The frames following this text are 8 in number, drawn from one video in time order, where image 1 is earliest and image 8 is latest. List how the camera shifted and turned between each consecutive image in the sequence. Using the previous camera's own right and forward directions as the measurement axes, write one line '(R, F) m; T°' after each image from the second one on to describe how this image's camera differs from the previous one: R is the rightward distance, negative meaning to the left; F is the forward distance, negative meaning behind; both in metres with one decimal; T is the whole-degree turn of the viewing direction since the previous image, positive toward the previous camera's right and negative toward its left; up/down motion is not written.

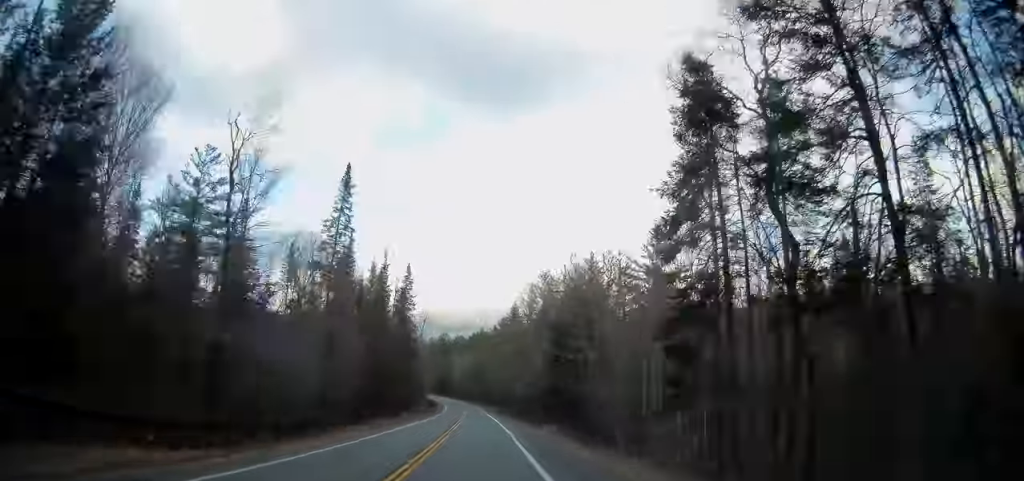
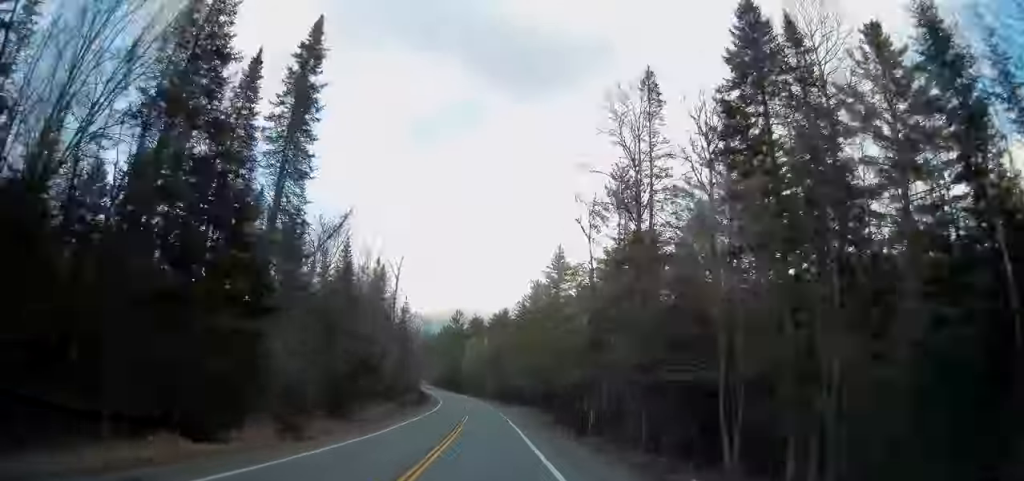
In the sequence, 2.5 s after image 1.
(-1.0, +61.1) m; -3°
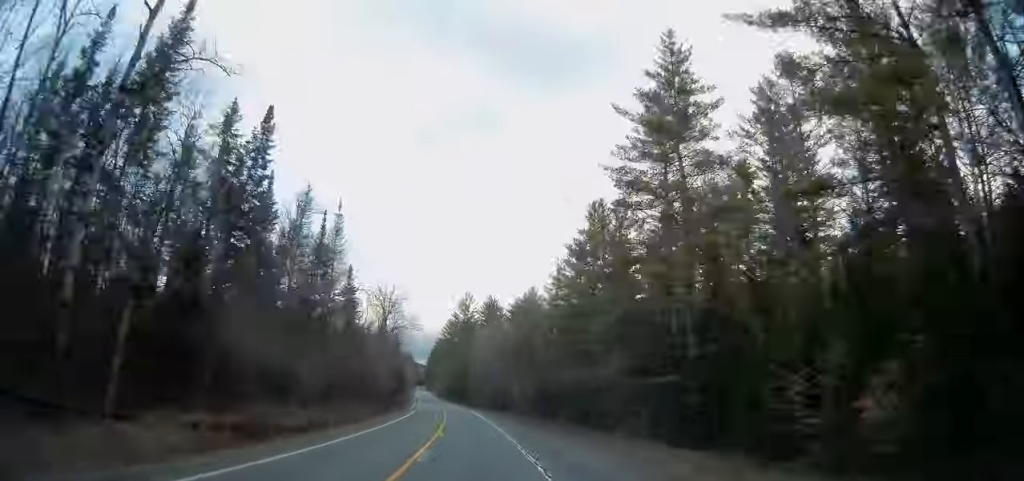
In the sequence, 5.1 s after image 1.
(-1.2, +59.9) m; -3°
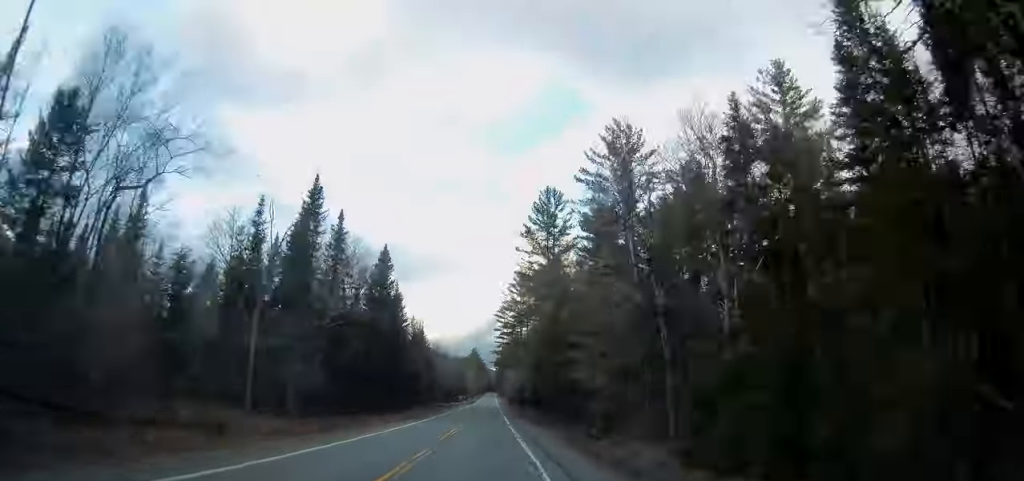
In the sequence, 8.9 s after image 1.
(-4.8, +90.3) m; -4°
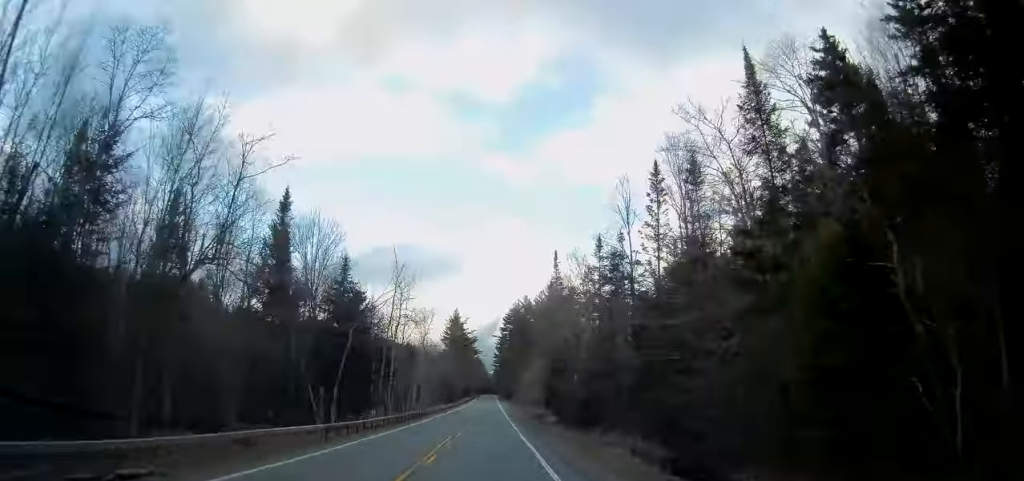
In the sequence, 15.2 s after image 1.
(-3.2, +147.5) m; -1°
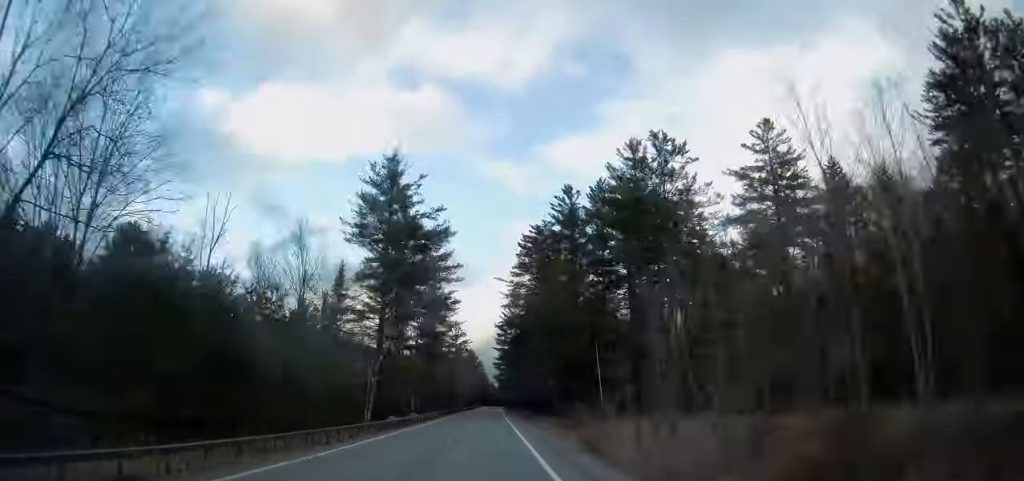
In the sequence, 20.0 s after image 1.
(+0.3, +115.4) m; 0°
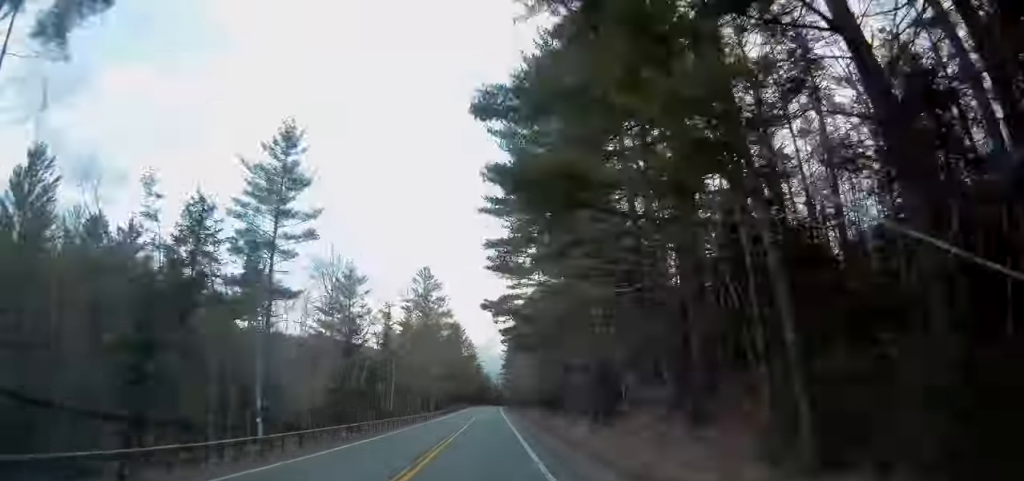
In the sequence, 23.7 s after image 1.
(-0.2, +90.6) m; 0°
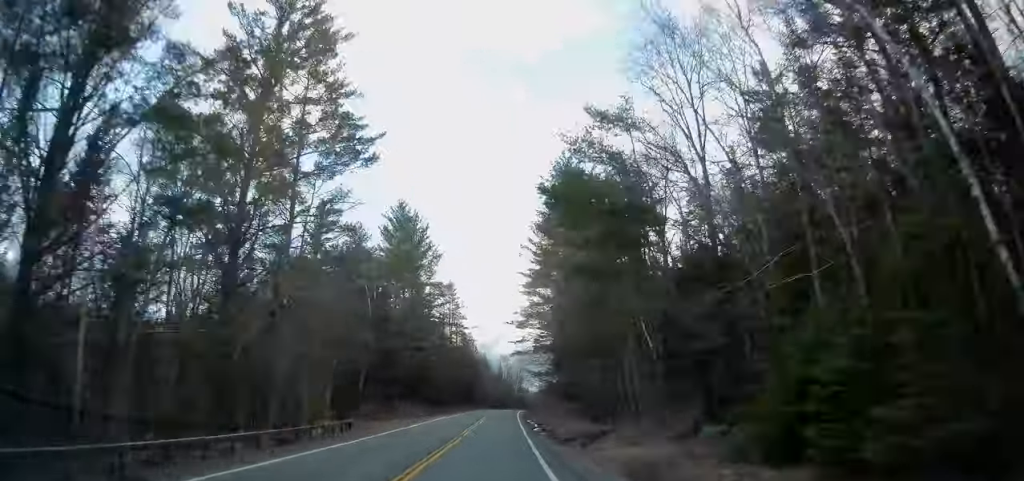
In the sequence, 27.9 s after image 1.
(+0.1, +100.8) m; +1°
